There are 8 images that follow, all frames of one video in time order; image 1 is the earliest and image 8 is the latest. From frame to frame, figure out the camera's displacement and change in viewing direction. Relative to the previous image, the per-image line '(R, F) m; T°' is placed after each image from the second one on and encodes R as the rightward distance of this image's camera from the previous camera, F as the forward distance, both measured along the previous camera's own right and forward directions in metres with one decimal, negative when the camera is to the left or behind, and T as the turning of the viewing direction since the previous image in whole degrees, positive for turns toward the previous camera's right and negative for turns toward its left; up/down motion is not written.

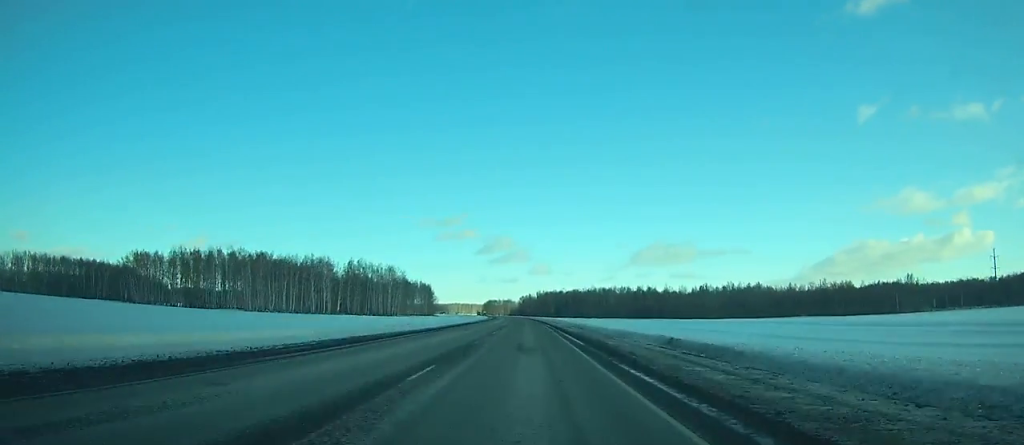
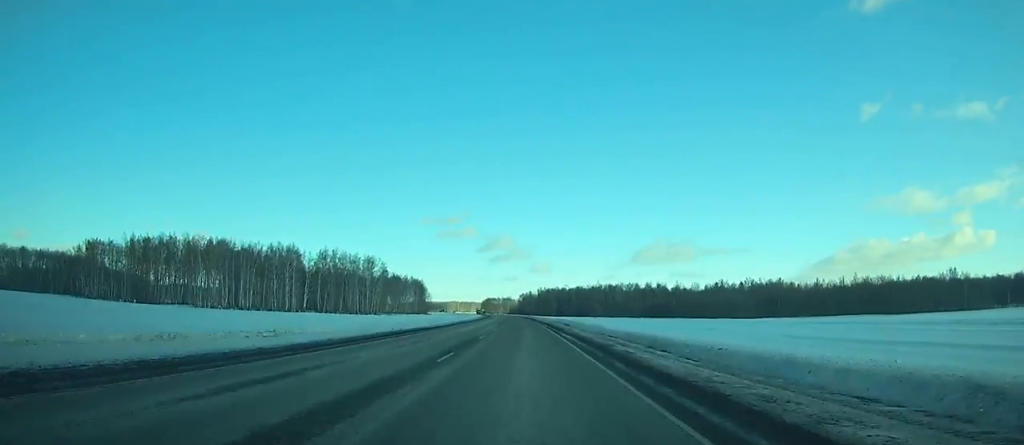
(0.0, +32.3) m; 0°
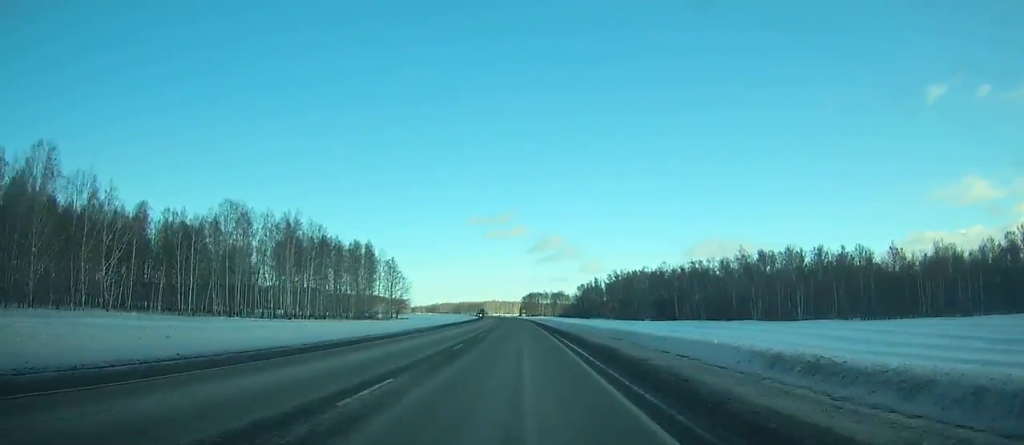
(-7.1, +213.4) m; -4°
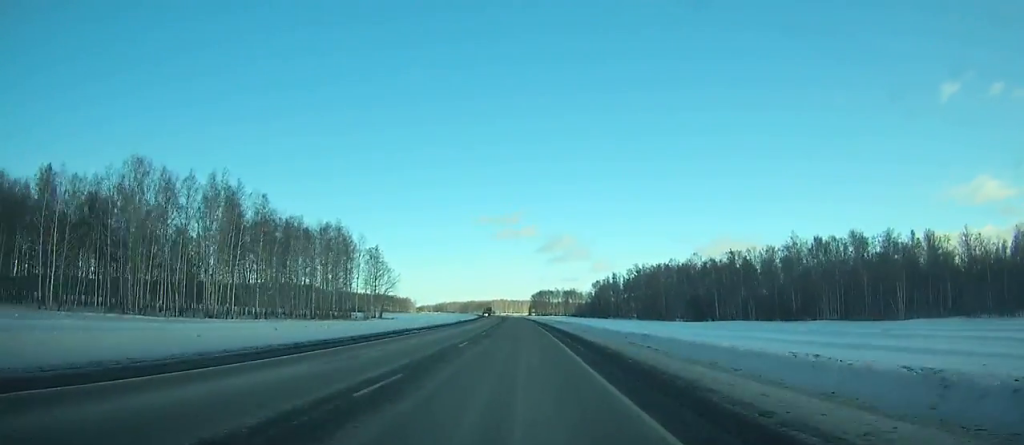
(0.0, +35.5) m; -1°
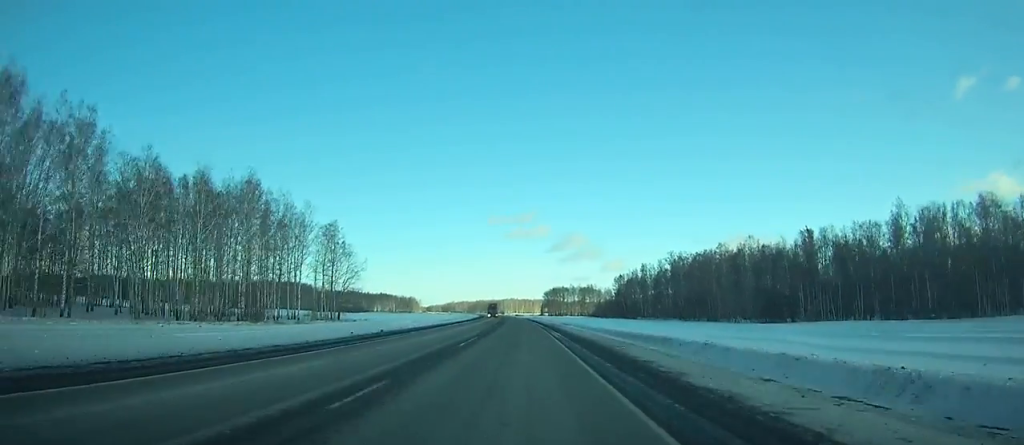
(-0.8, +49.4) m; -1°
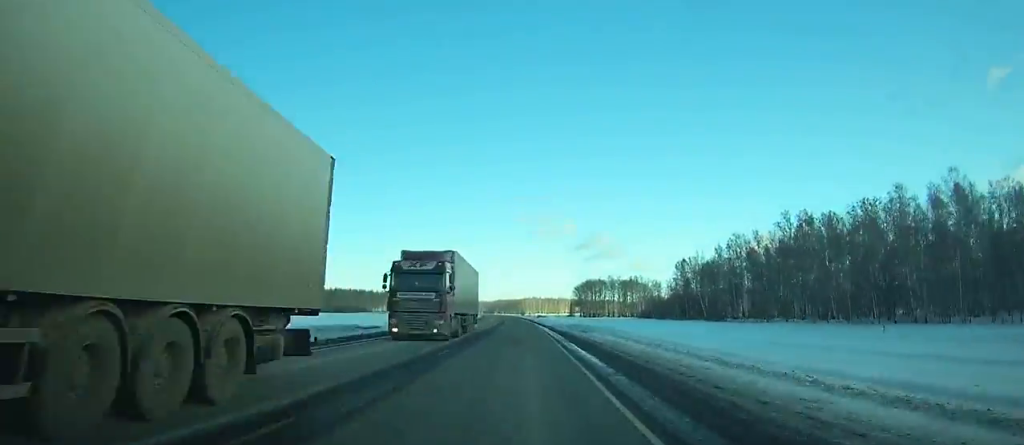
(-1.3, +88.6) m; -2°
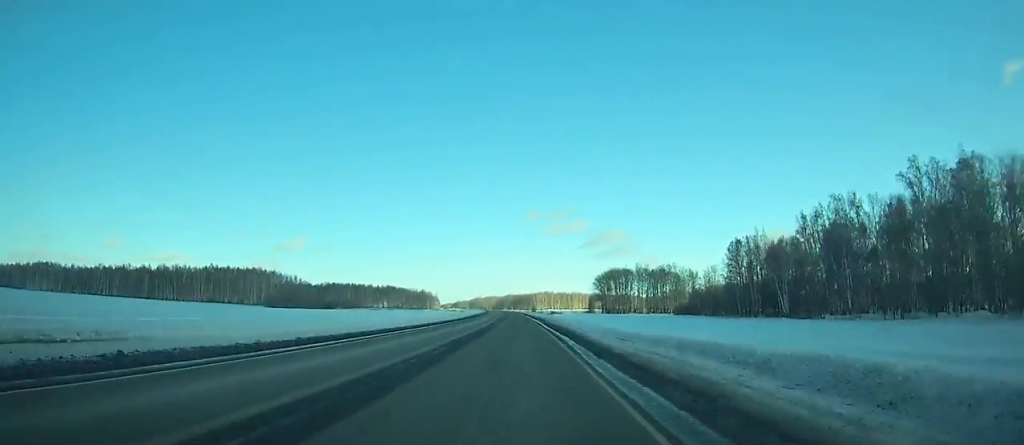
(-0.5, +47.4) m; -1°
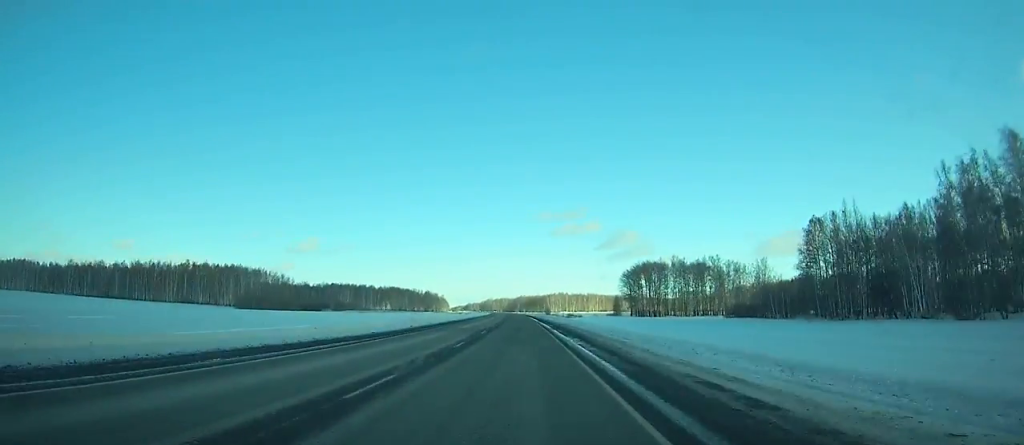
(-0.3, +44.8) m; -1°
